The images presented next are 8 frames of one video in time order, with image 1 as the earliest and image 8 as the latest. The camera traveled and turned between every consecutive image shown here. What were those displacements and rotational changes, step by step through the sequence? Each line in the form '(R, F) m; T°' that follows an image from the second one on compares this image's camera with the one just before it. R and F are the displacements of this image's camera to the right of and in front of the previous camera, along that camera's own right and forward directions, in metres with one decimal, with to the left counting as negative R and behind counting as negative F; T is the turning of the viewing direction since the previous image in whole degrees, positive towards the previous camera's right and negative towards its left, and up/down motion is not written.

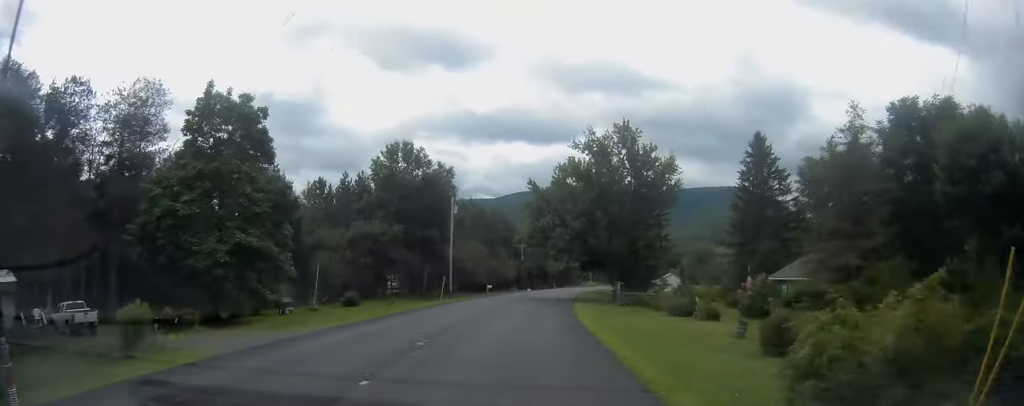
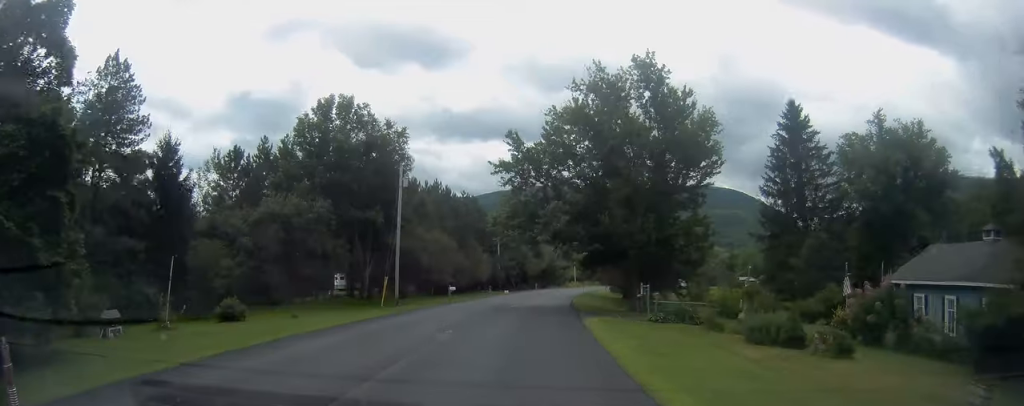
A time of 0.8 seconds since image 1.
(+0.5, +19.7) m; +2°
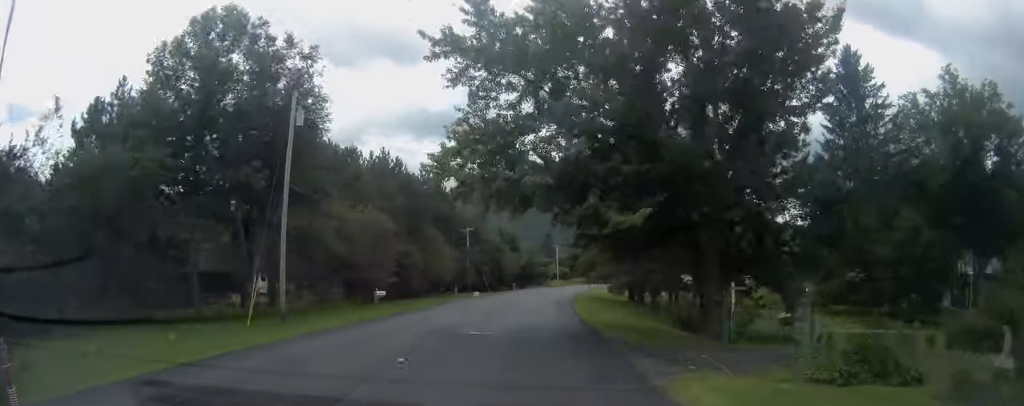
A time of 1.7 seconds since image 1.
(+0.4, +19.7) m; +2°
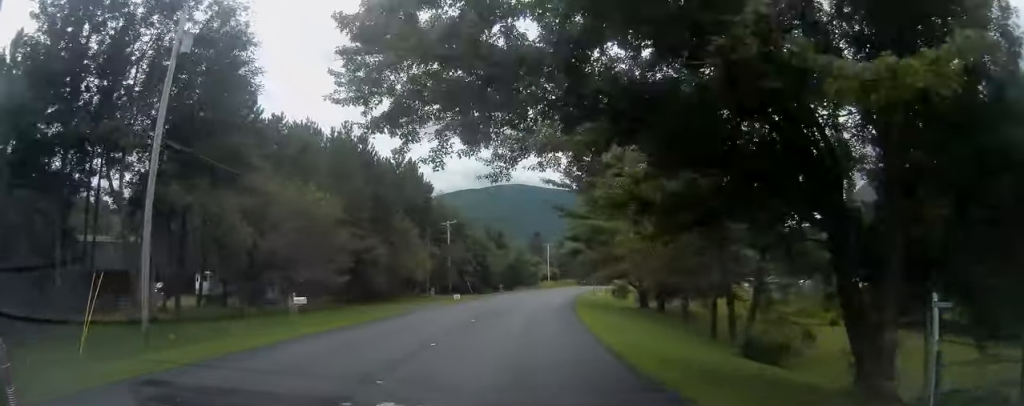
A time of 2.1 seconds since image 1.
(0.0, +11.0) m; +1°
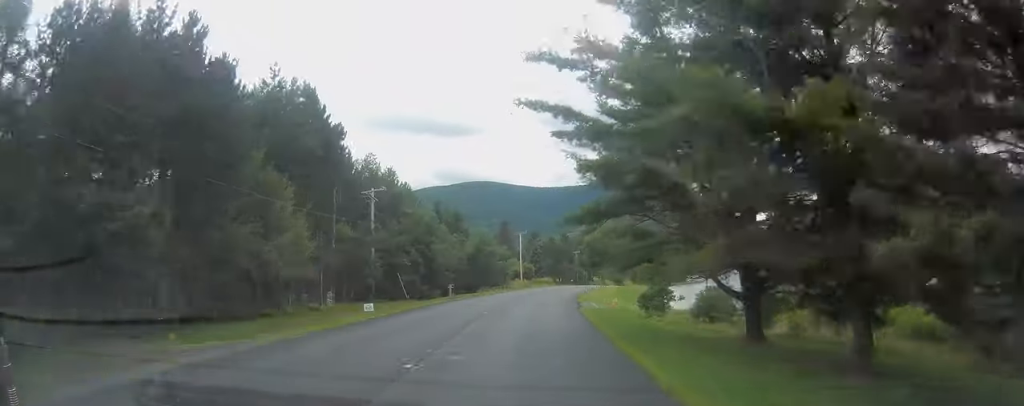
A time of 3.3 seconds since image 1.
(+0.8, +28.6) m; +3°
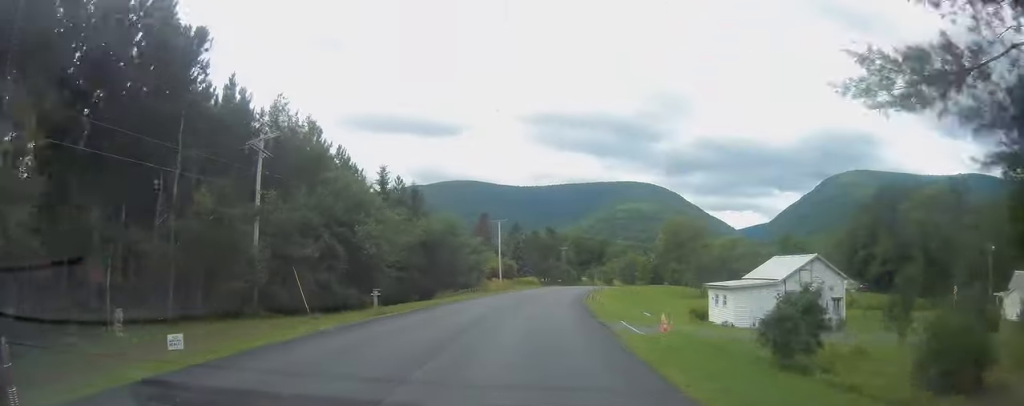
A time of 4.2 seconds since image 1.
(+0.3, +21.6) m; +3°
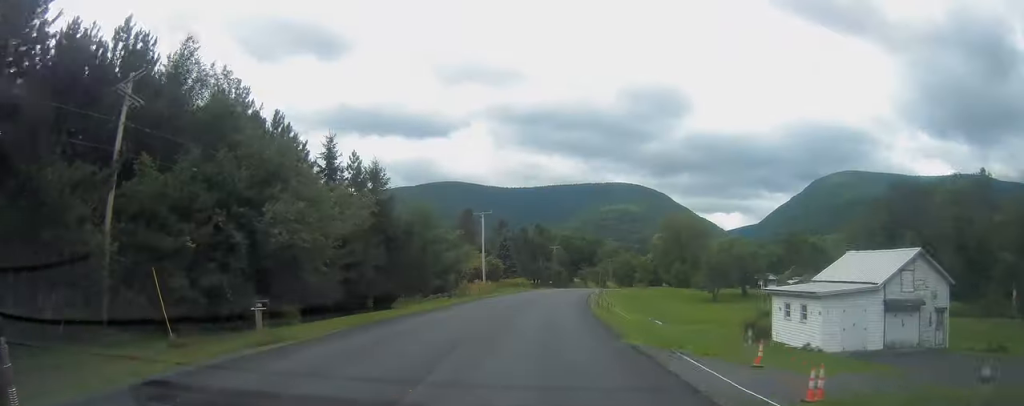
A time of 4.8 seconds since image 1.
(+0.5, +12.8) m; +1°
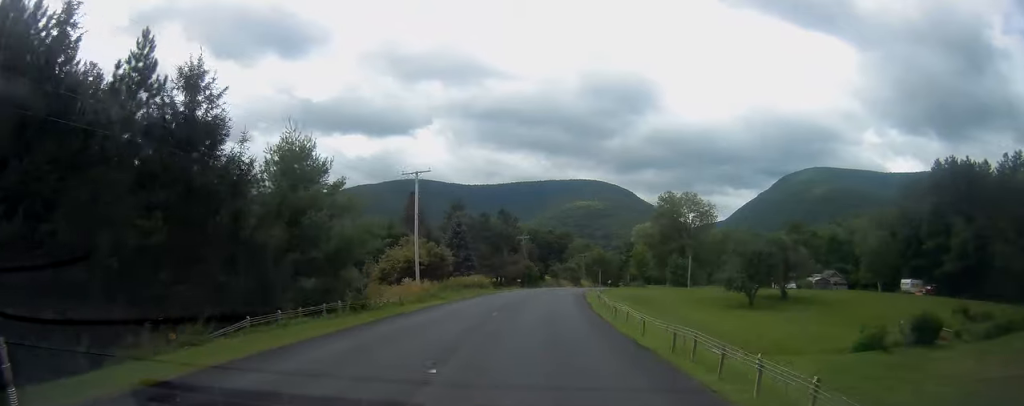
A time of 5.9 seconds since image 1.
(+0.7, +26.3) m; +3°
